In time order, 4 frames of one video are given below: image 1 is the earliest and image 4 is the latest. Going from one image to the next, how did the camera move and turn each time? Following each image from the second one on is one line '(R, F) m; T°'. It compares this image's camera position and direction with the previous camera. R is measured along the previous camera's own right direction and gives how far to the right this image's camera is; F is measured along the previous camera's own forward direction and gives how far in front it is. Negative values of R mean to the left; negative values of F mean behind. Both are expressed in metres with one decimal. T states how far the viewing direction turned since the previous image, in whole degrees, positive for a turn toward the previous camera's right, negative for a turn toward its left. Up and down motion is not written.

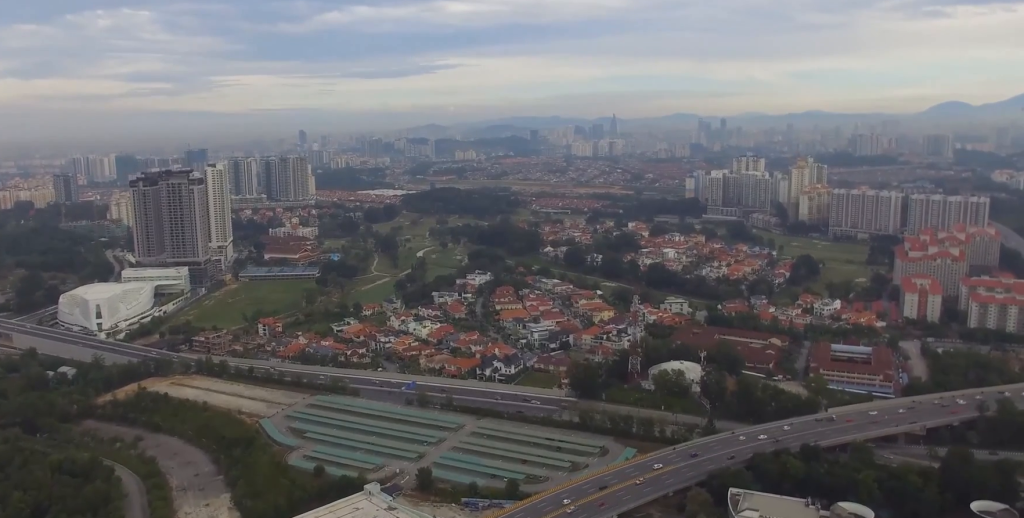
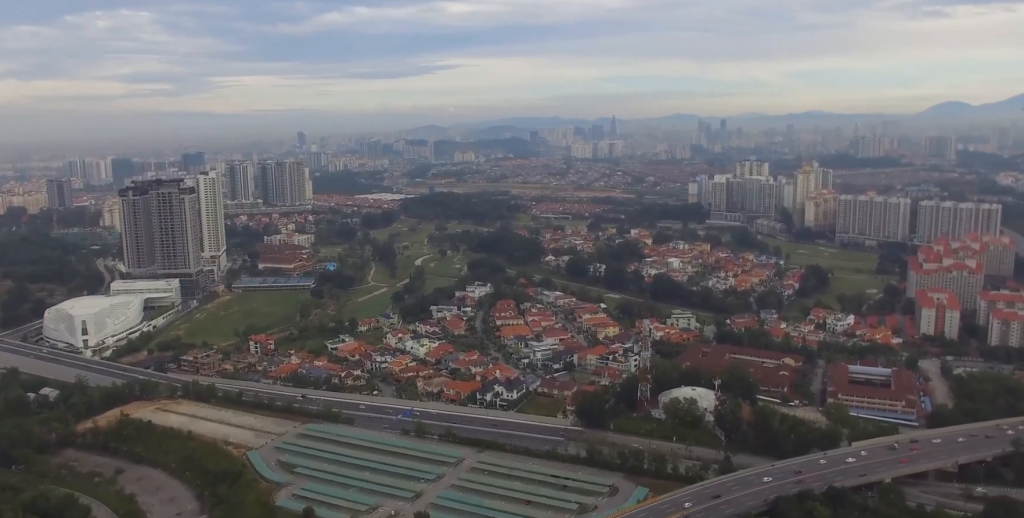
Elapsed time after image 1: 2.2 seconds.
(+0.1, +27.3) m; +1°
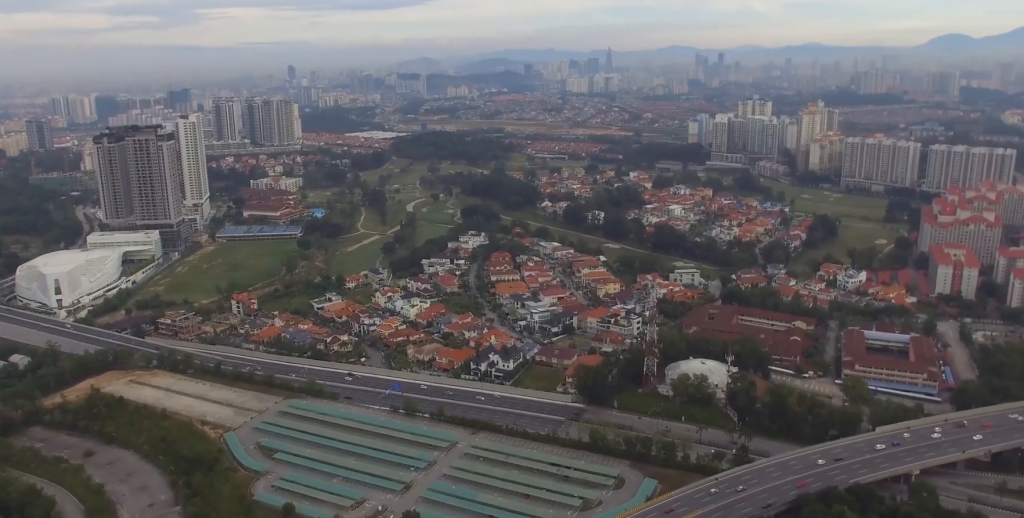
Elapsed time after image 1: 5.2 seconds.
(+0.4, +37.9) m; +1°
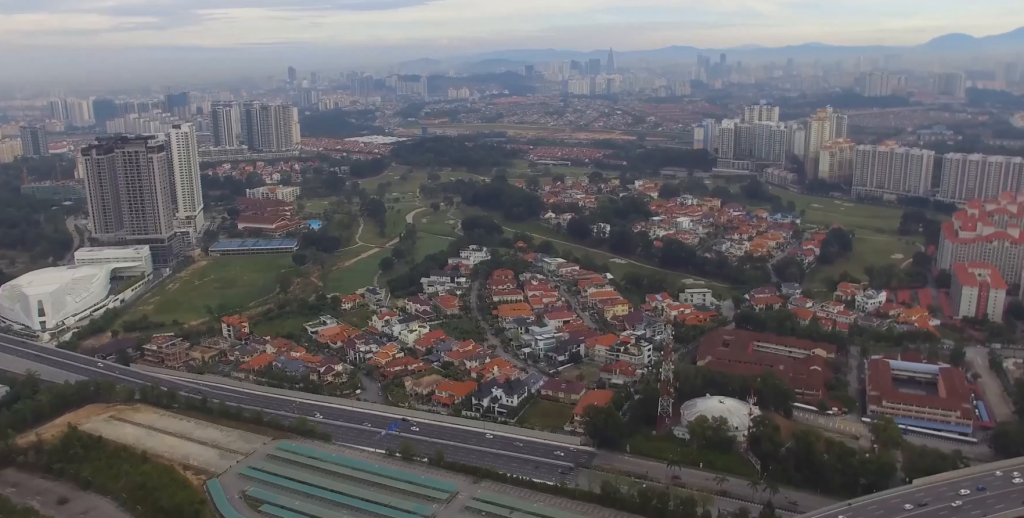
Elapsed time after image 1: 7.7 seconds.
(0.0, +31.1) m; 0°
